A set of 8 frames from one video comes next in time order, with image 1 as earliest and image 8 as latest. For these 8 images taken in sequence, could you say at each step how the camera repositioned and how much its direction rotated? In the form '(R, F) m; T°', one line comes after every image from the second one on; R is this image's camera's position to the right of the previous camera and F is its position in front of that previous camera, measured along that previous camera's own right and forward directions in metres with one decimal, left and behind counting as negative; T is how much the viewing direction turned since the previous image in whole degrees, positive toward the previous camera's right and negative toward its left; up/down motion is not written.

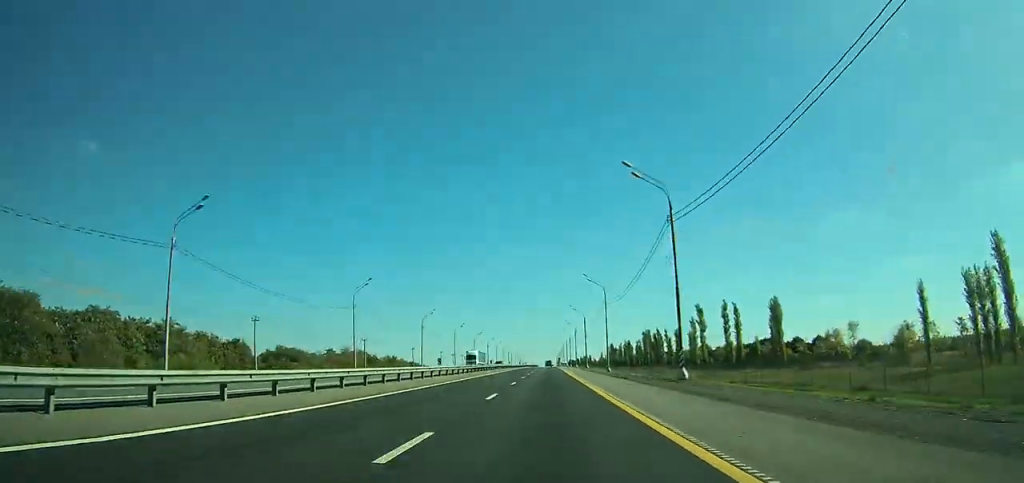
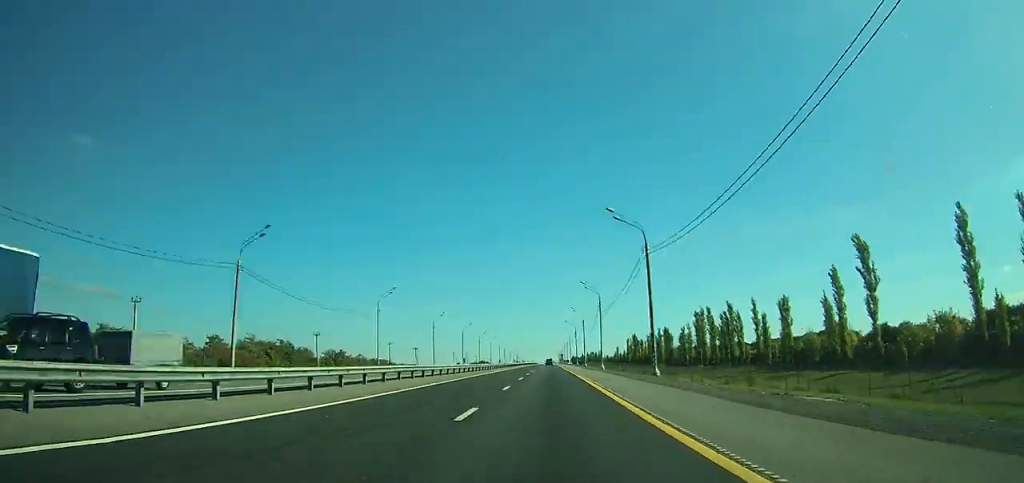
(0.0, +66.3) m; 0°
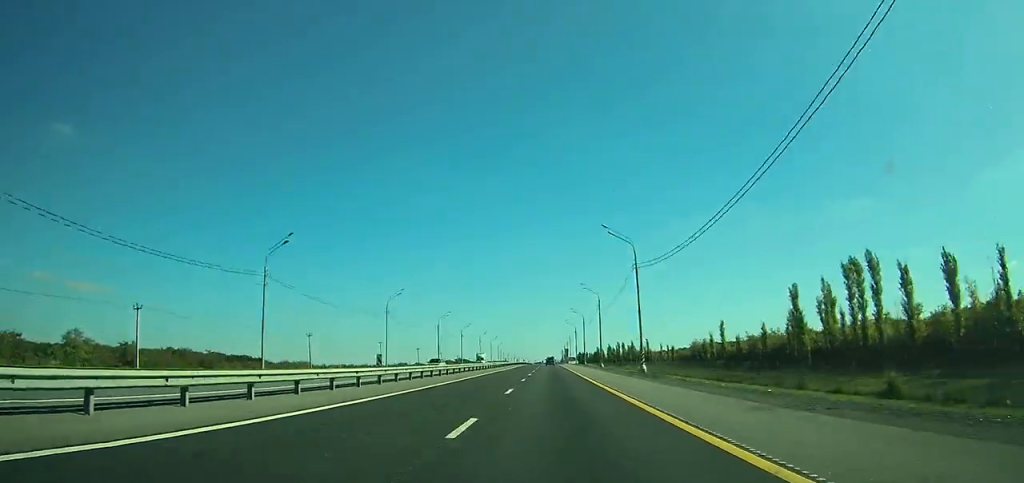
(-0.2, +139.9) m; 0°
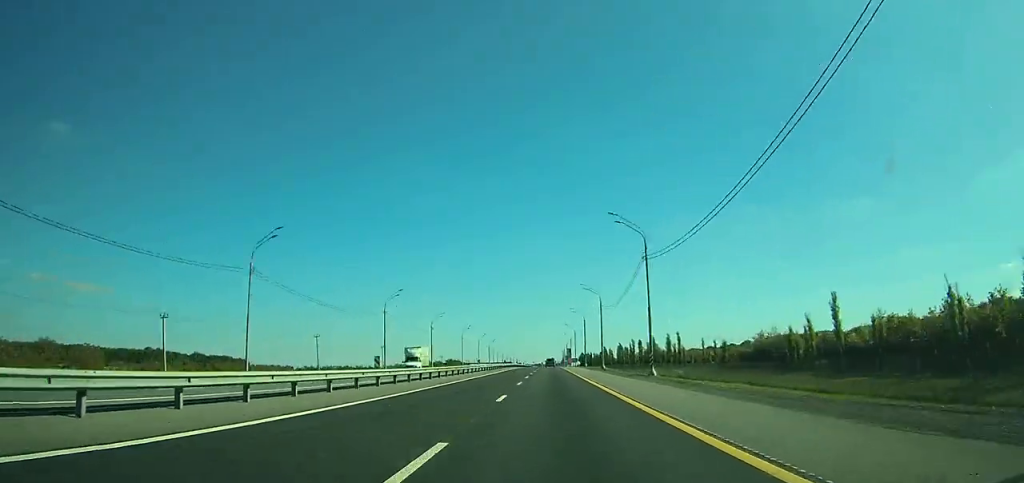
(+0.1, +38.7) m; 0°
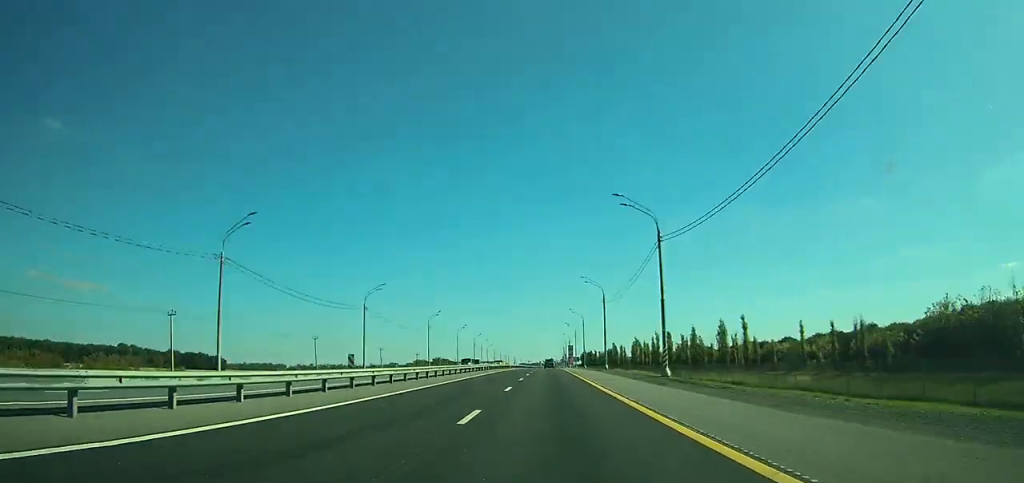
(+0.1, +42.7) m; 0°
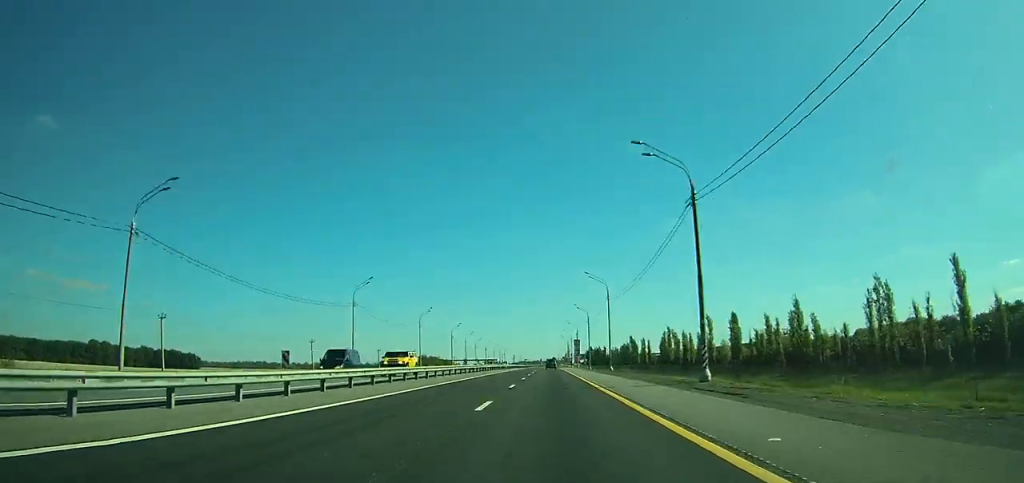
(+0.1, +45.5) m; 0°
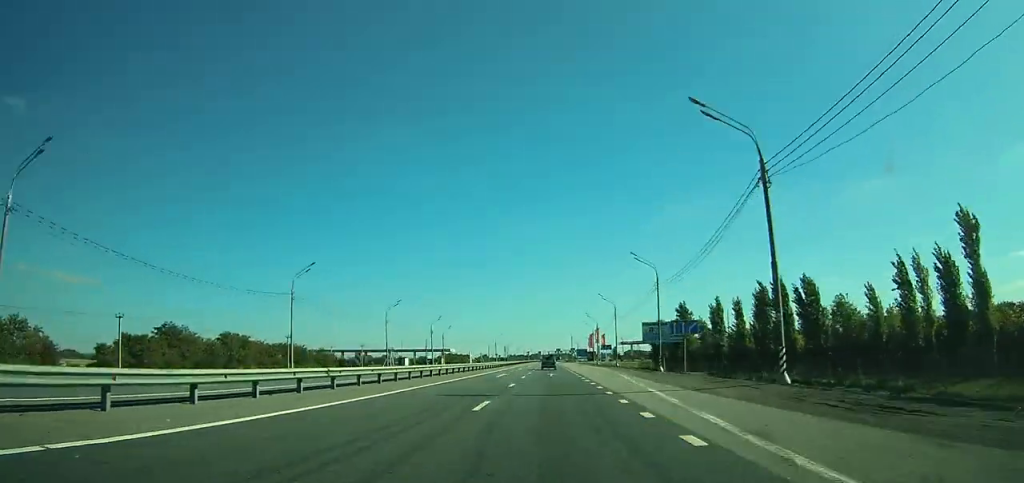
(0.0, +224.8) m; 0°
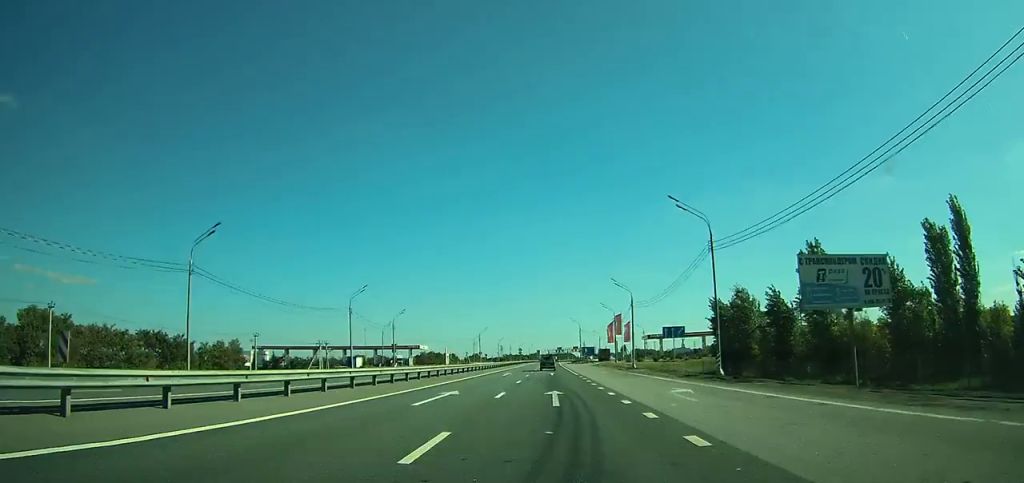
(0.0, +53.1) m; 0°
